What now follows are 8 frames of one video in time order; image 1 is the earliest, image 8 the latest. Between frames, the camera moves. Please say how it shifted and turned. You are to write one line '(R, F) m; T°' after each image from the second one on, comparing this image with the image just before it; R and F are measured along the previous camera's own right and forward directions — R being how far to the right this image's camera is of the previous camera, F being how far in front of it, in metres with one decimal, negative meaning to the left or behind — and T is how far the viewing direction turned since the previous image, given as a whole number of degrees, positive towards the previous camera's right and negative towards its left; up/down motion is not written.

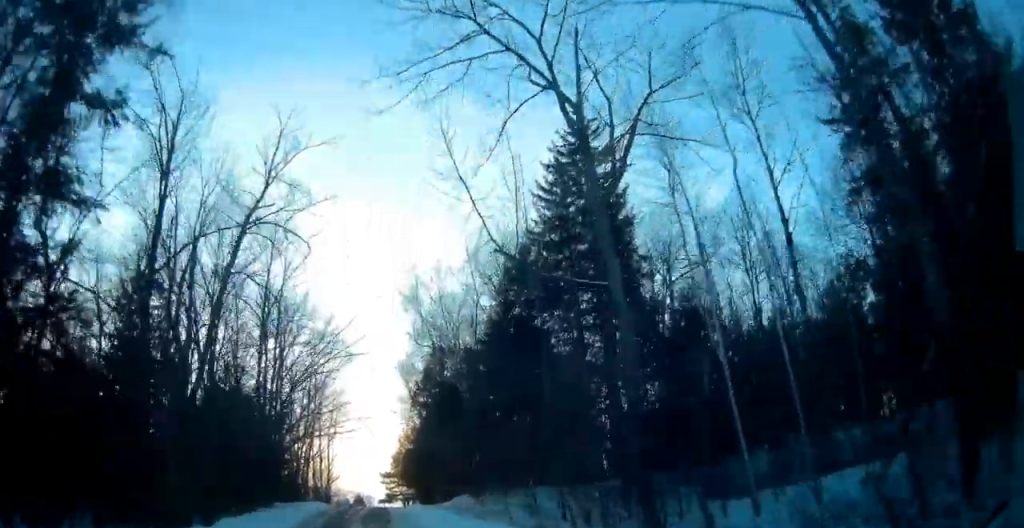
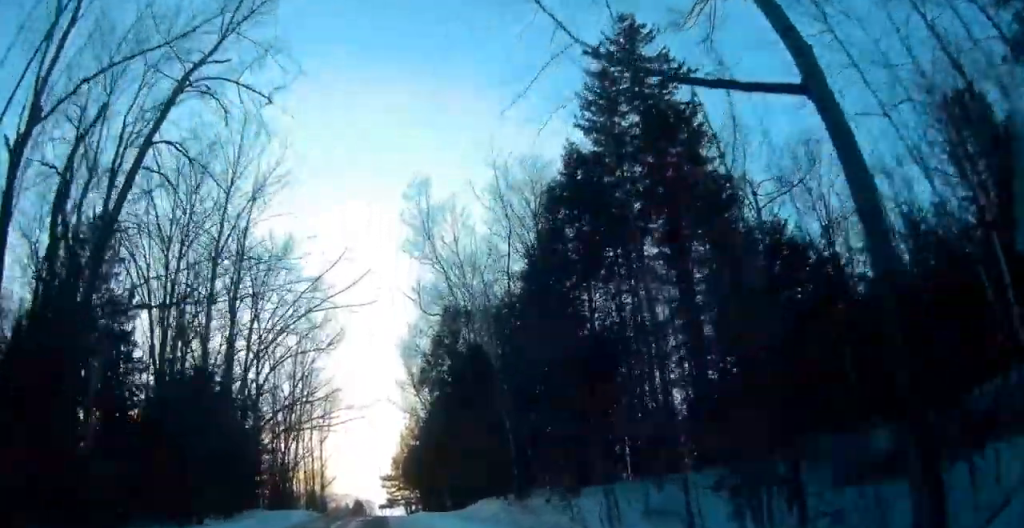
(+0.1, +10.1) m; 0°
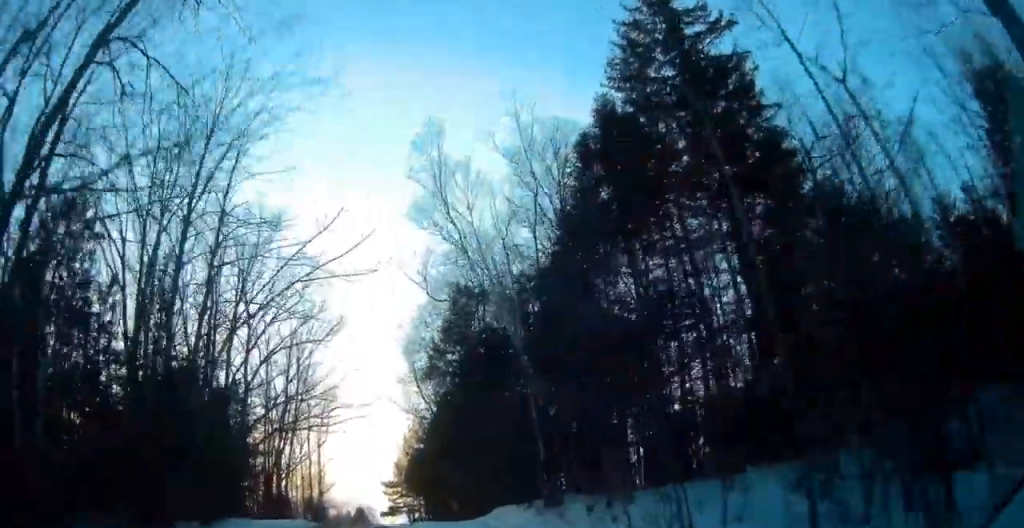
(0.0, +4.4) m; 0°
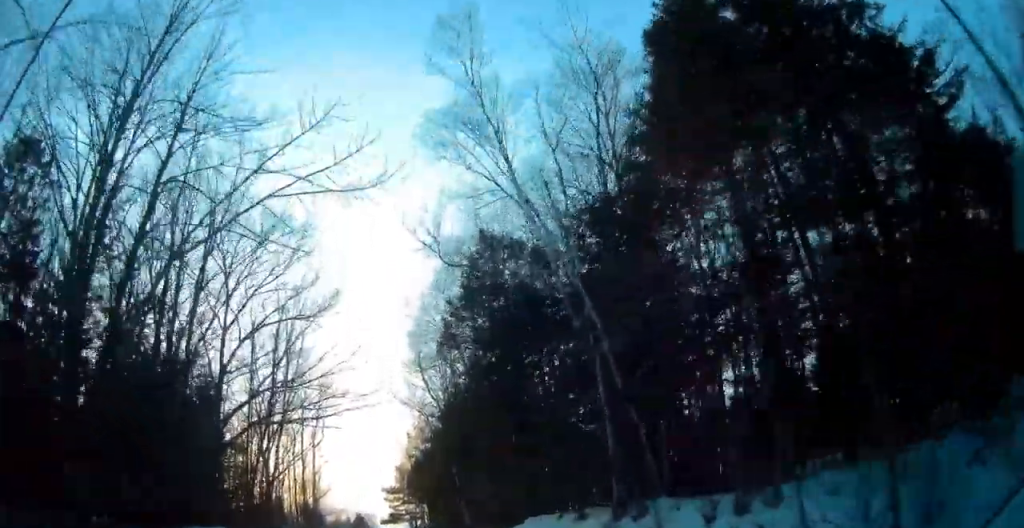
(0.0, +6.8) m; -1°
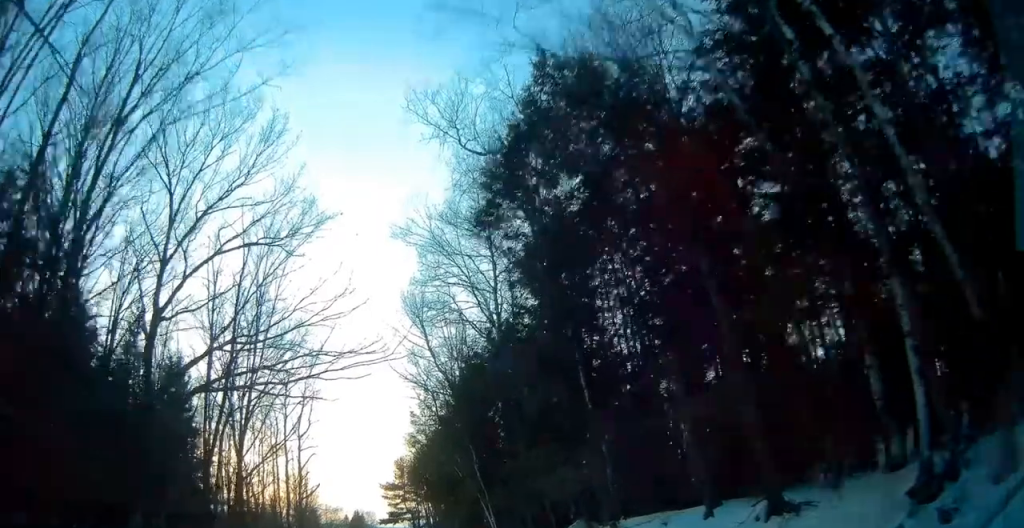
(-0.1, +10.3) m; -1°
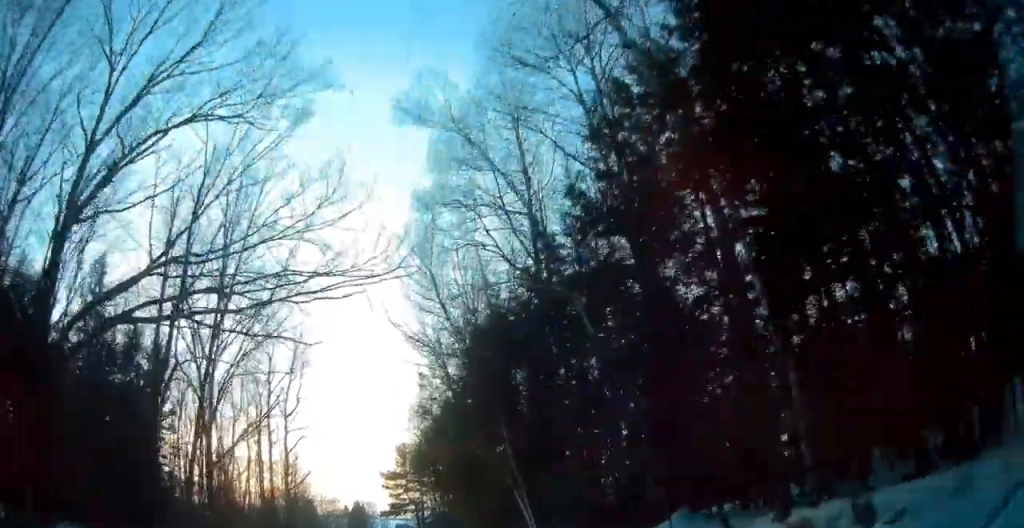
(0.0, +8.5) m; 0°
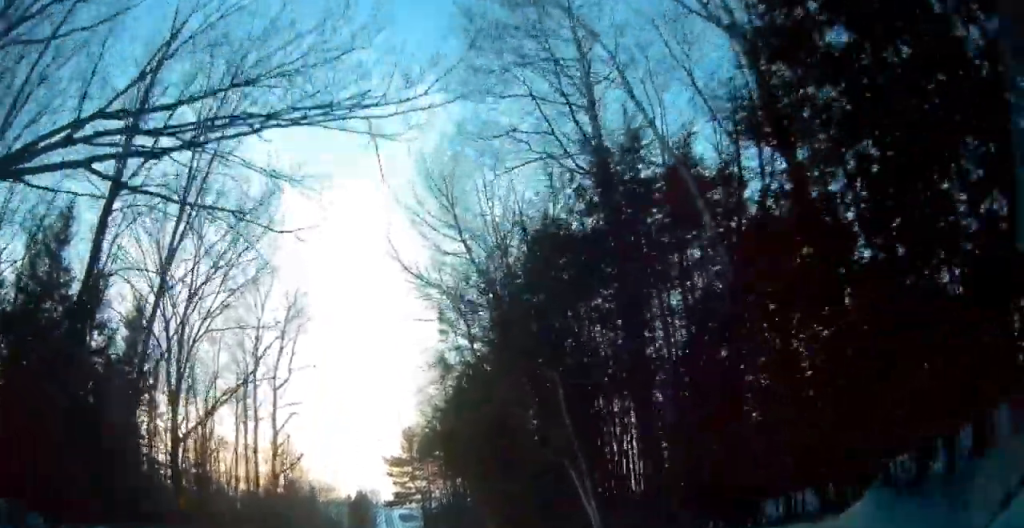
(0.0, +7.7) m; 0°
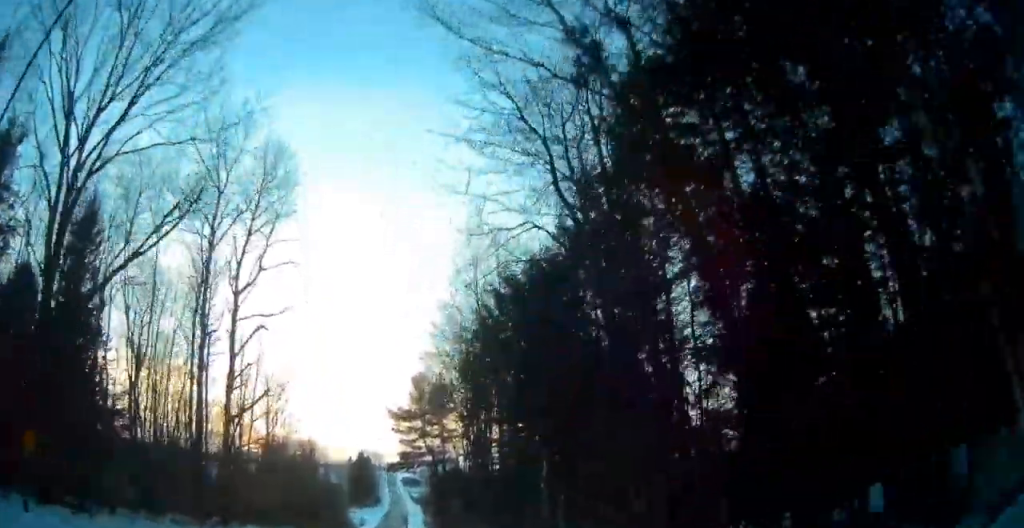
(0.0, +13.9) m; 0°
